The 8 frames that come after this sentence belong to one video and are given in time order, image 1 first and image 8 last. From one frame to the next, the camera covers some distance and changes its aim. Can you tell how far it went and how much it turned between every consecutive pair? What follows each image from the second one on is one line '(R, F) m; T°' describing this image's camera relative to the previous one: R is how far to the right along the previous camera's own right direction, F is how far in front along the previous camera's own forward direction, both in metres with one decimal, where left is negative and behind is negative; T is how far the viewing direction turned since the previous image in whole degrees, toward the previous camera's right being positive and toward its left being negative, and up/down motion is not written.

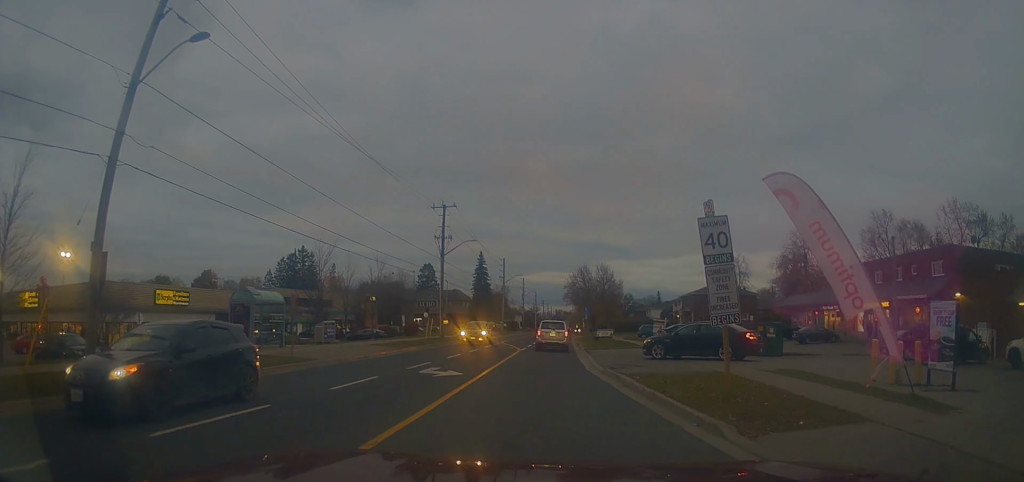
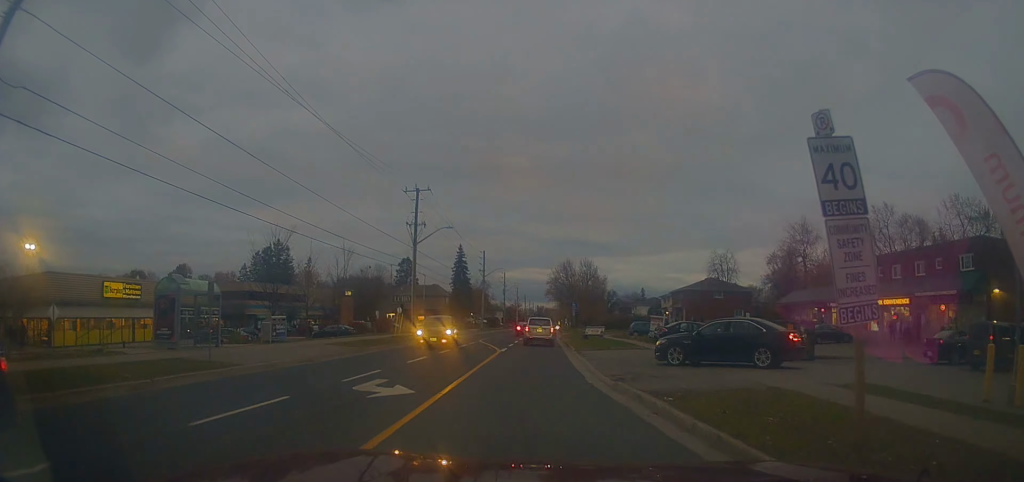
(+0.1, +5.3) m; +1°
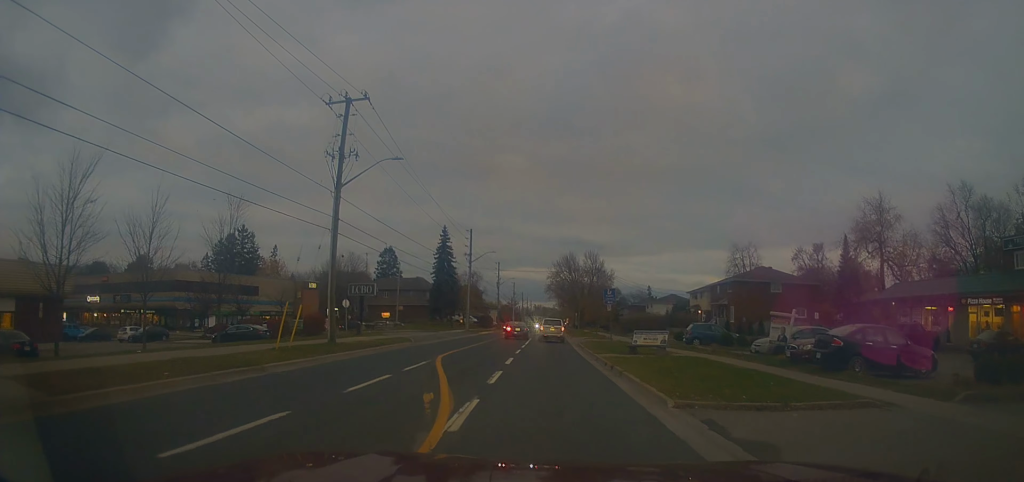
(-0.8, +20.0) m; -4°
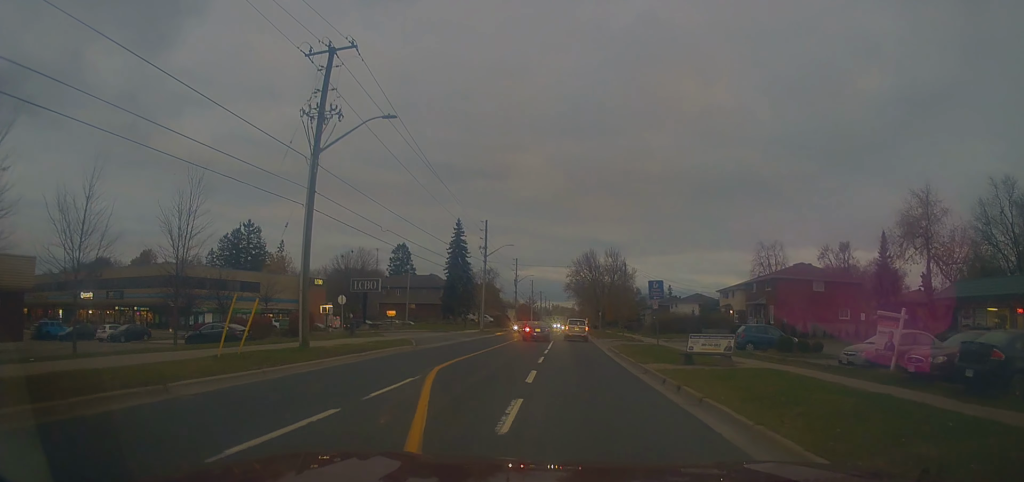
(-0.2, +5.8) m; +2°
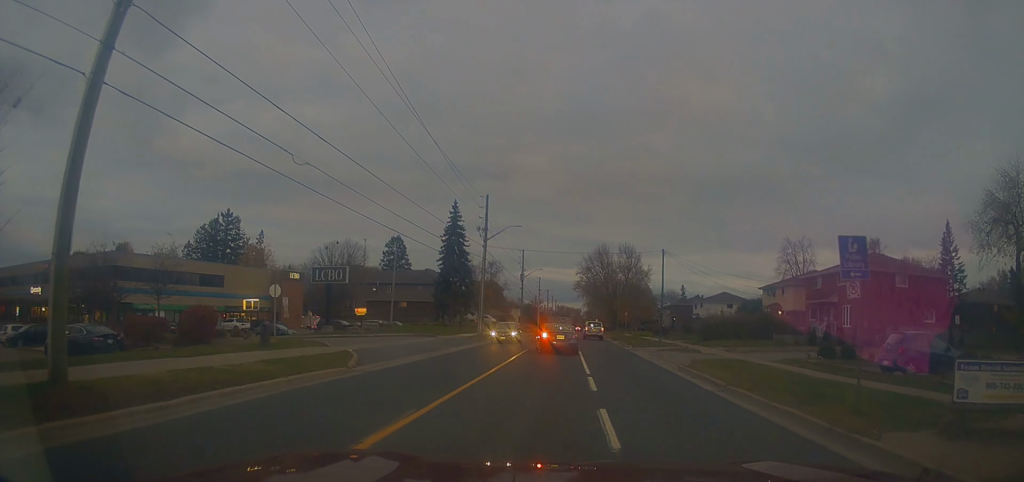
(+0.2, +13.0) m; -1°
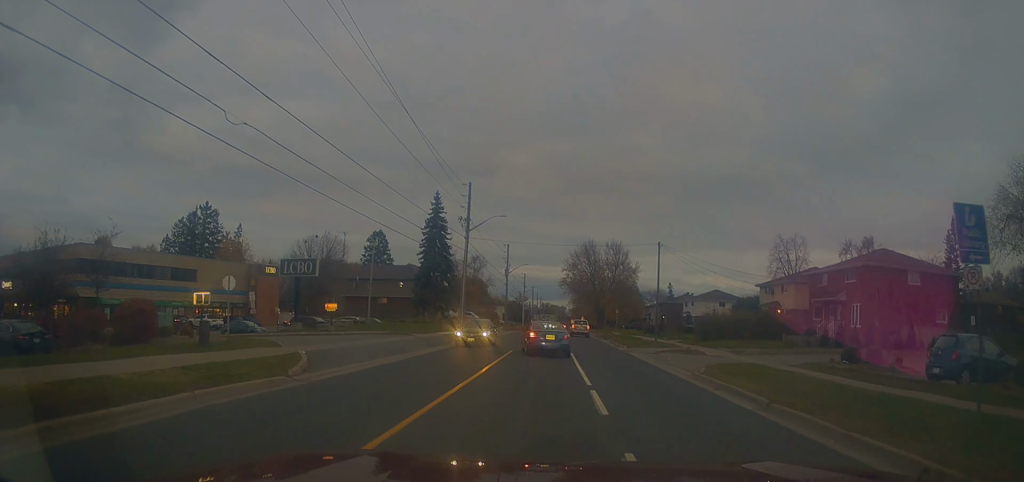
(0.0, +3.3) m; +1°
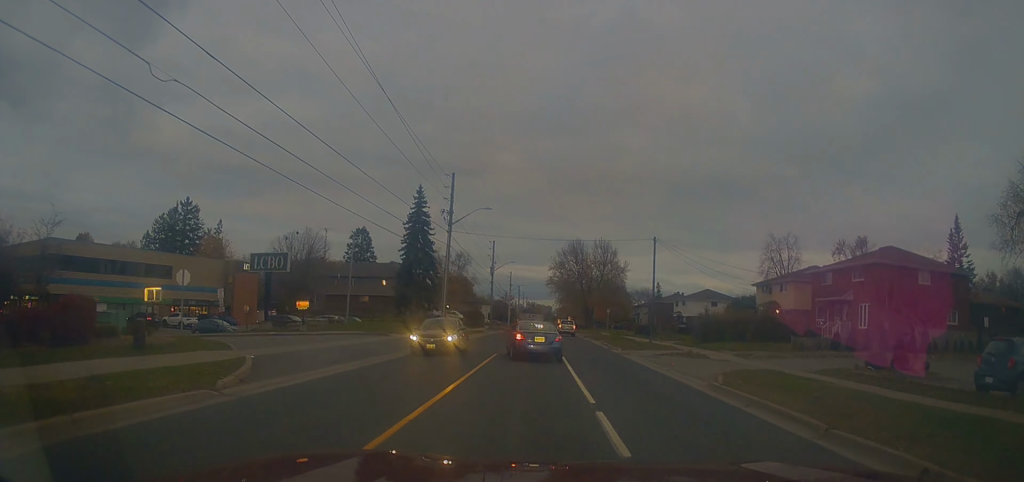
(+0.1, +2.6) m; +2°
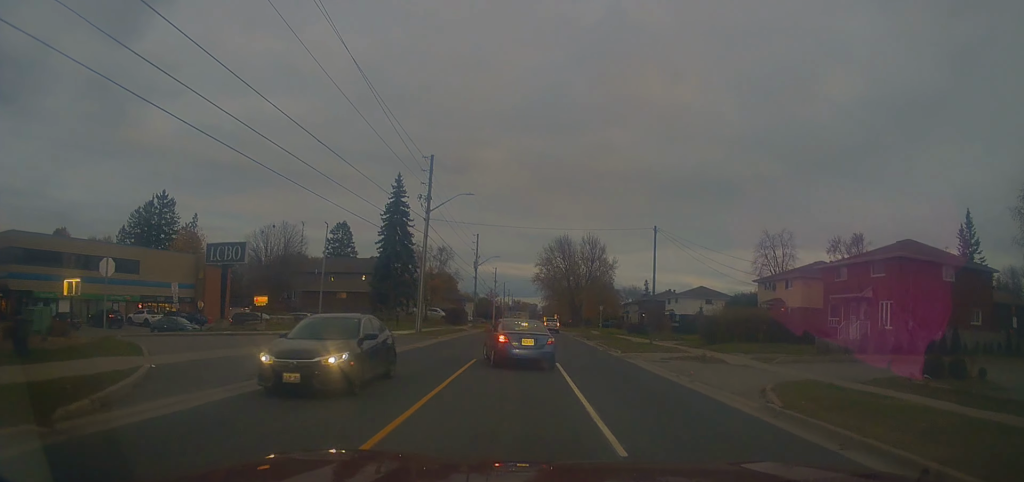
(+0.1, +4.0) m; +2°
